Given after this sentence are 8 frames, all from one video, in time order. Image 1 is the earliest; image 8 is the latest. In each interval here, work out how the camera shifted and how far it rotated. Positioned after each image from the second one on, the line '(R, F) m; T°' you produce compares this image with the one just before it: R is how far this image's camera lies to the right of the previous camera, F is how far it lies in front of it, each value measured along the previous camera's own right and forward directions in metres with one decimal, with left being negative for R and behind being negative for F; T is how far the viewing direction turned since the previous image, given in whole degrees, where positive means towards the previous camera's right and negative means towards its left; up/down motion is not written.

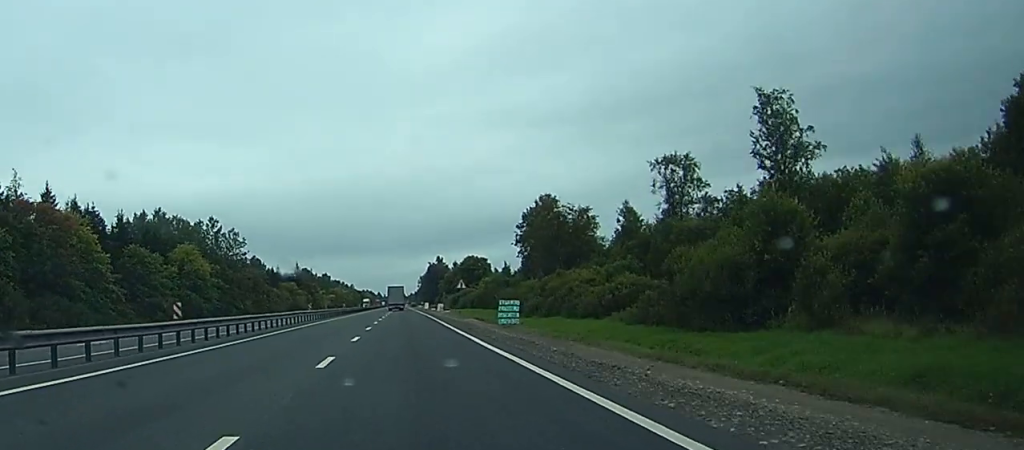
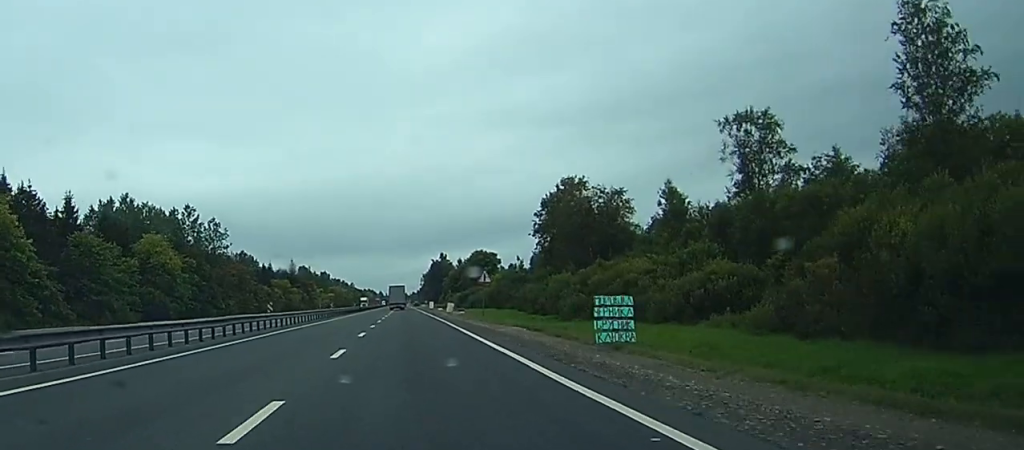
(0.0, +21.3) m; 0°
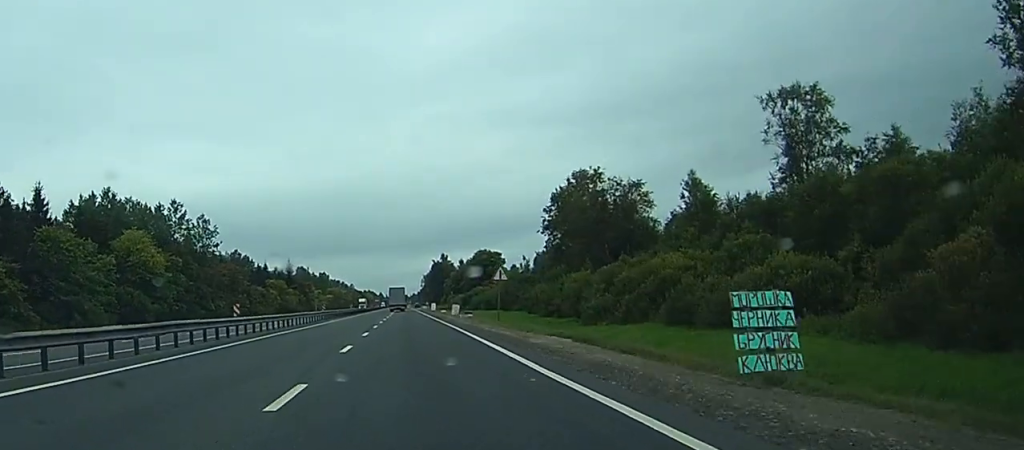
(0.0, +9.5) m; 0°
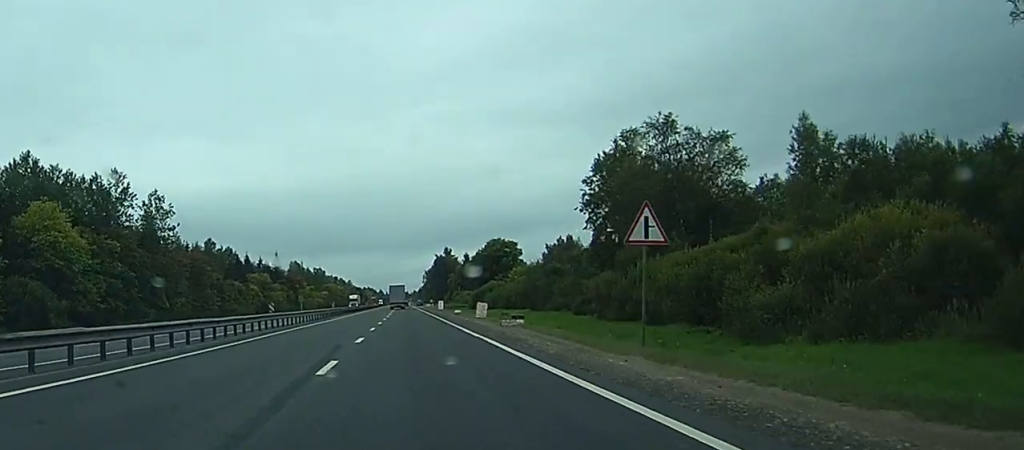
(0.0, +31.0) m; 0°
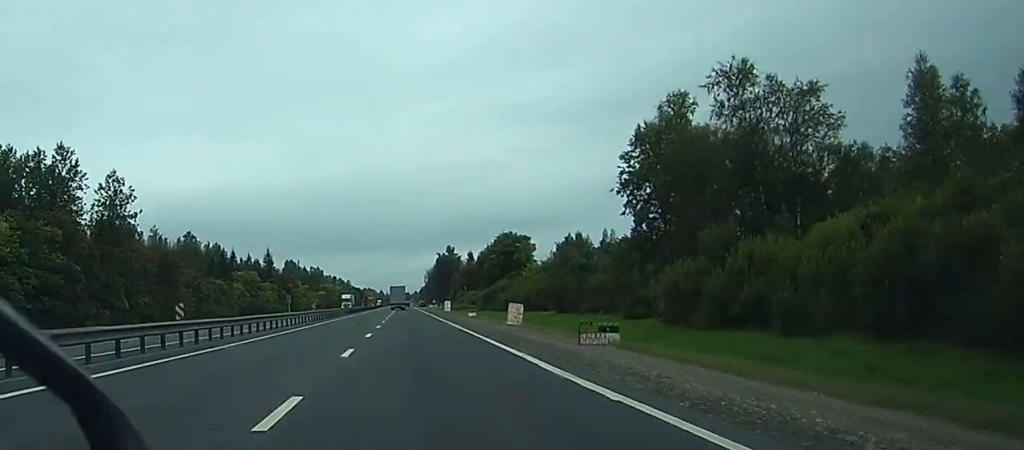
(-0.1, +19.2) m; 0°
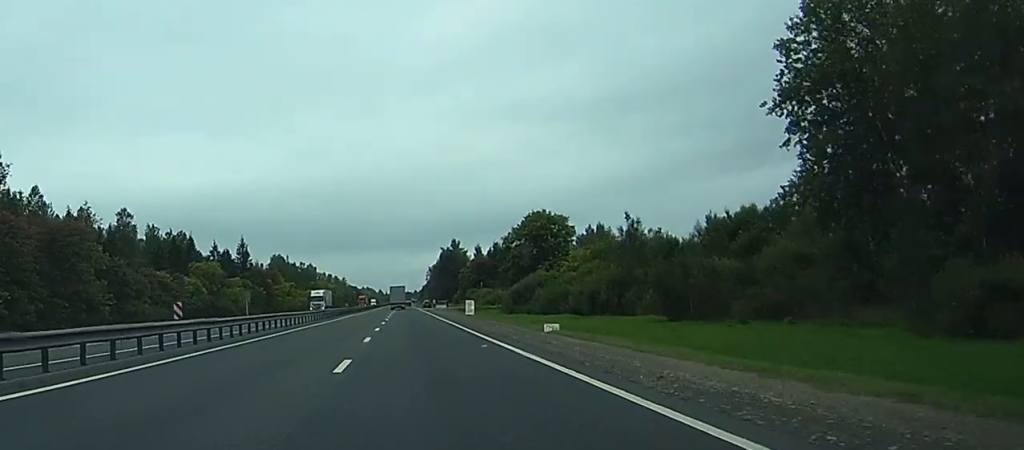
(0.0, +40.9) m; 0°
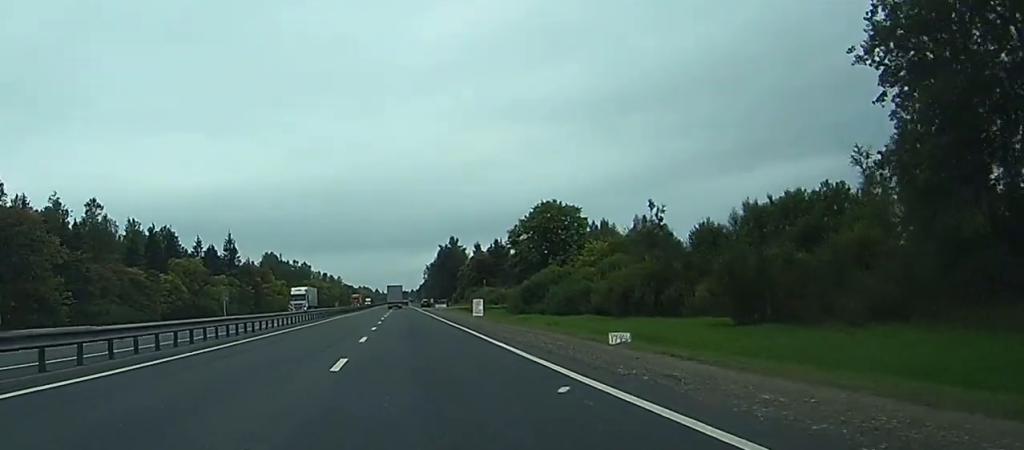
(0.0, +12.1) m; 0°
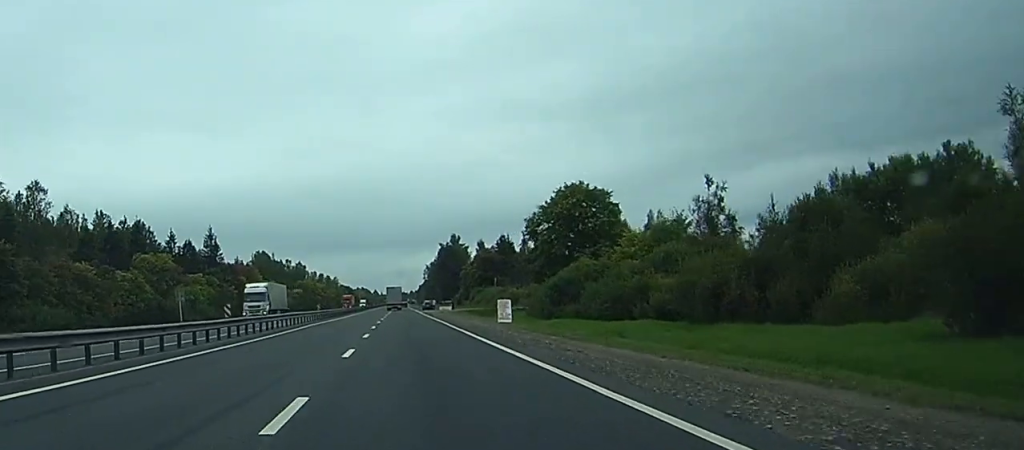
(+0.2, +19.3) m; 0°
